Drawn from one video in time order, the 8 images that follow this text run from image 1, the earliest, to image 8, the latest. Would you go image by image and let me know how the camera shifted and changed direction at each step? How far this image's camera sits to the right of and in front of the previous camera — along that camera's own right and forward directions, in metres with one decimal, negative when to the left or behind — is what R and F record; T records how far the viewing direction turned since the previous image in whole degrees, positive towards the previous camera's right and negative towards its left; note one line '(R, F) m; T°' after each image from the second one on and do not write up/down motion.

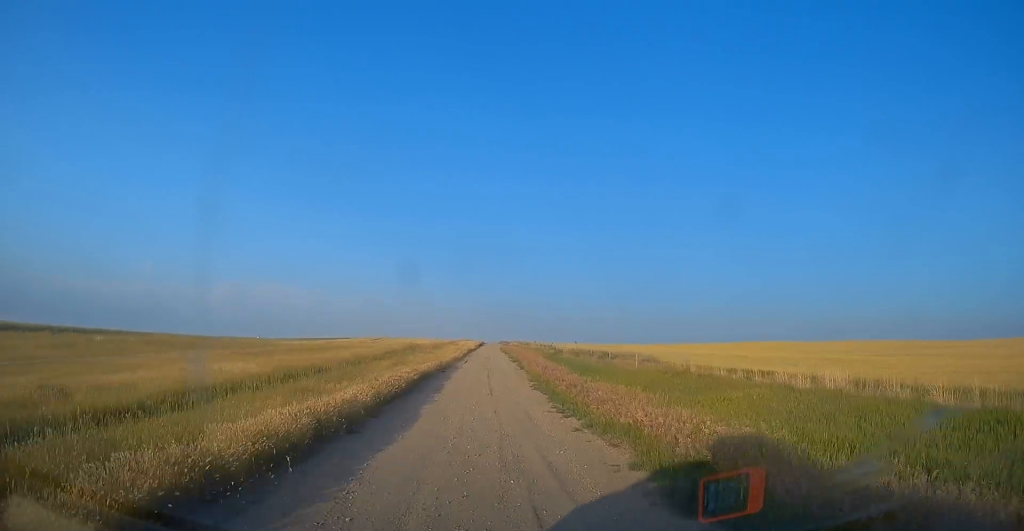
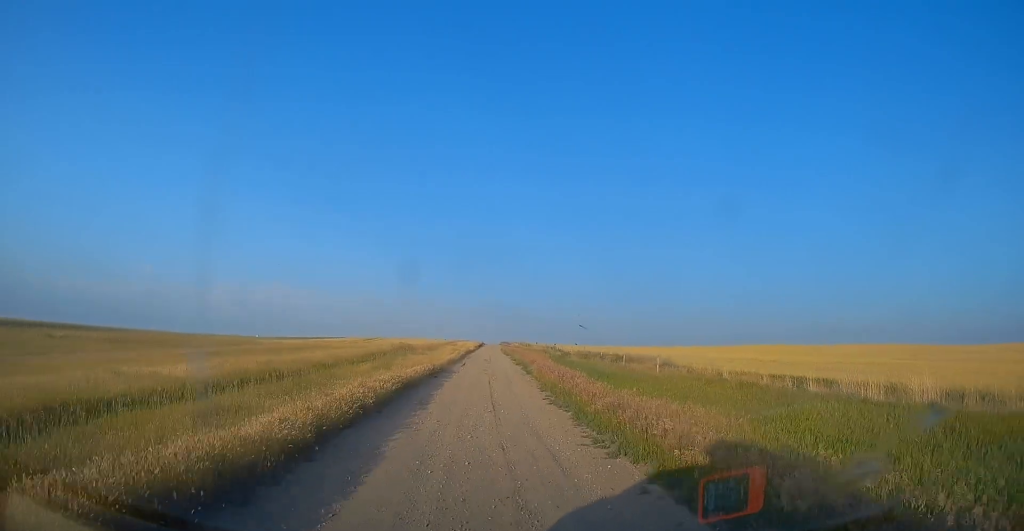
(+0.2, +5.0) m; 0°
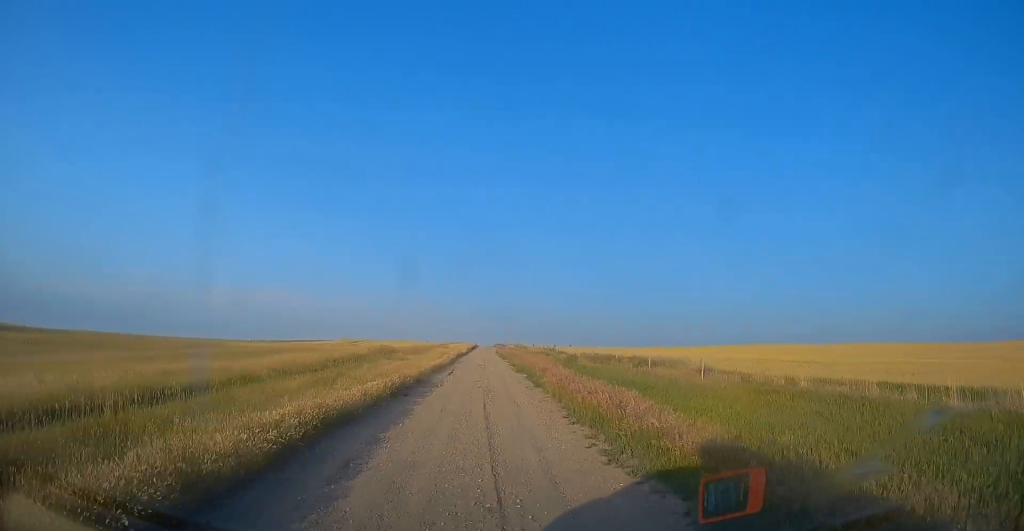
(+0.2, +8.5) m; 0°
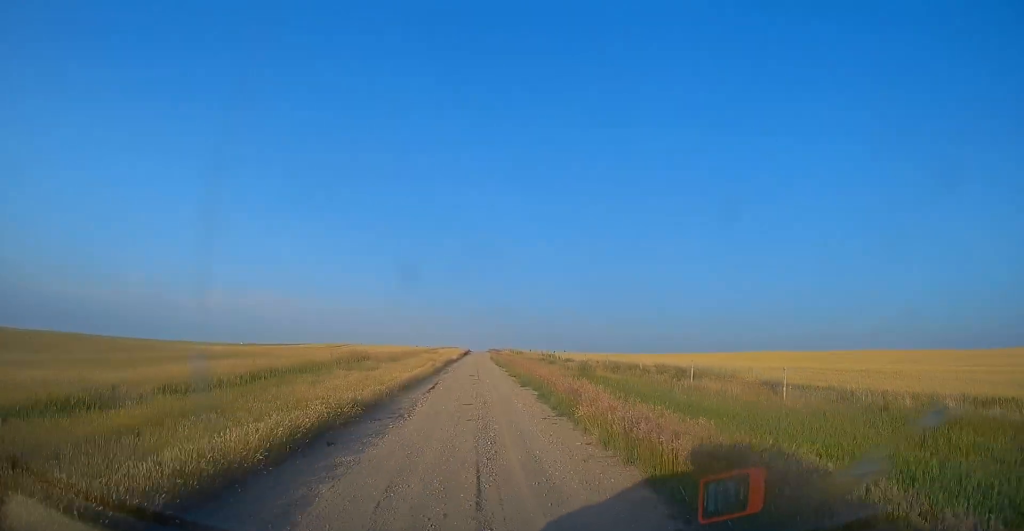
(-0.3, +8.4) m; -1°
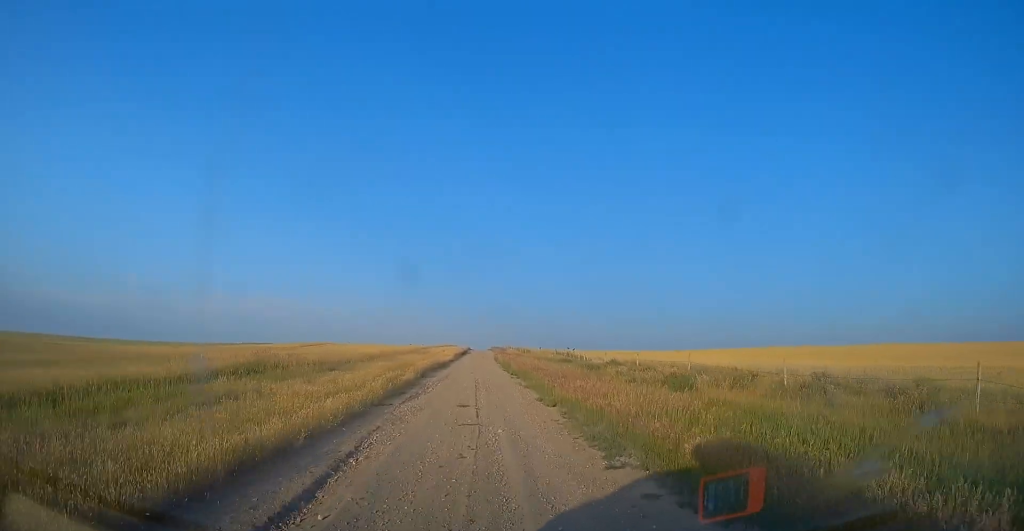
(+0.2, +17.3) m; +2°
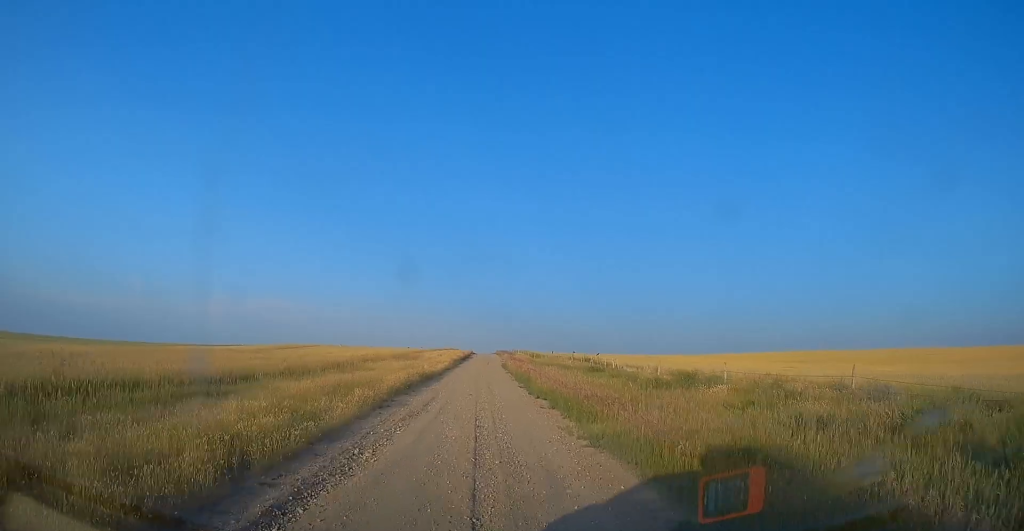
(0.0, +12.4) m; -1°
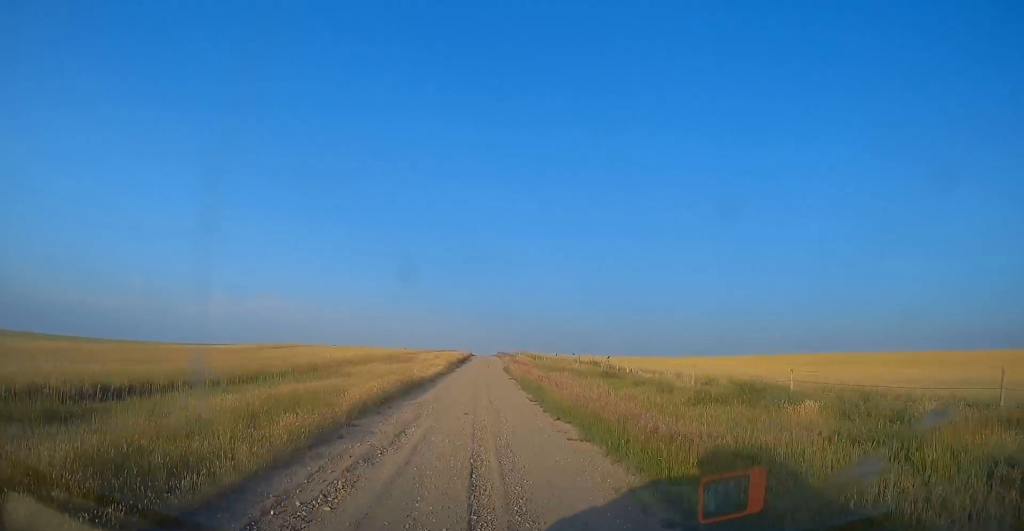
(-0.1, +5.2) m; -1°
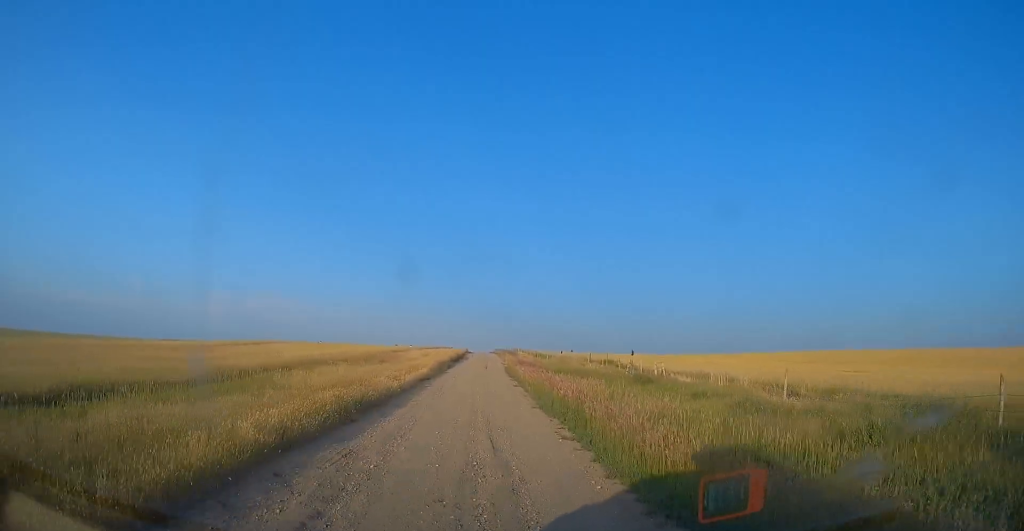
(0.0, +8.5) m; +1°
